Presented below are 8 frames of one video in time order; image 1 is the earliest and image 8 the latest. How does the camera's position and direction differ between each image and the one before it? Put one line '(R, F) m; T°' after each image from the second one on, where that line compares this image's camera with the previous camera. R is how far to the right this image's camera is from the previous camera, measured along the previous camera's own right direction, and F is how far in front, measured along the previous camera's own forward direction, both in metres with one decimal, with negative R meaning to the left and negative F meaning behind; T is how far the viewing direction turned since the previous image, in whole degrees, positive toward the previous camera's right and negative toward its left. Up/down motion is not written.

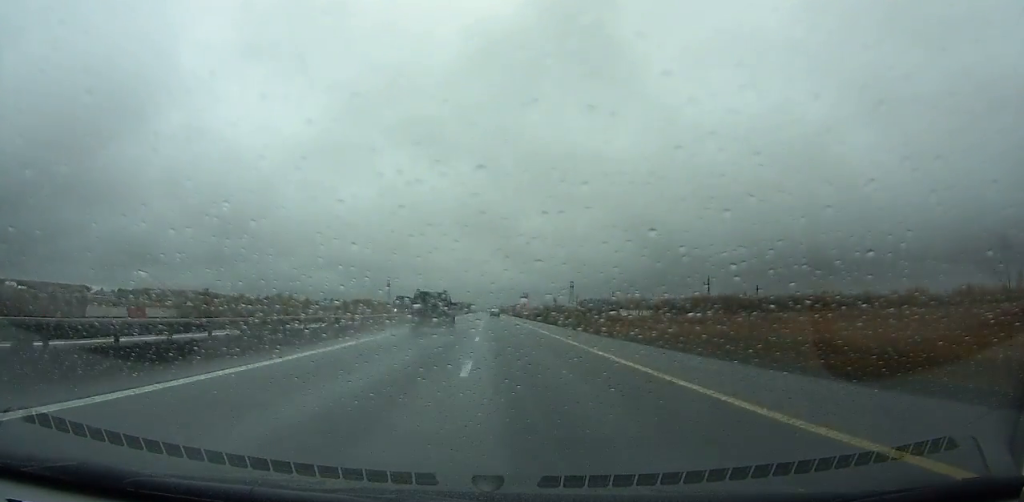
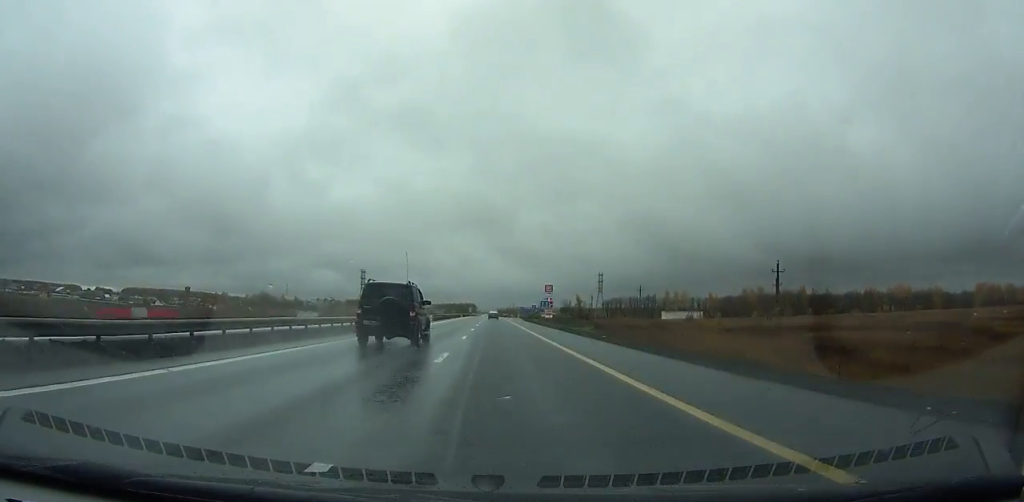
(-0.1, +79.4) m; 0°
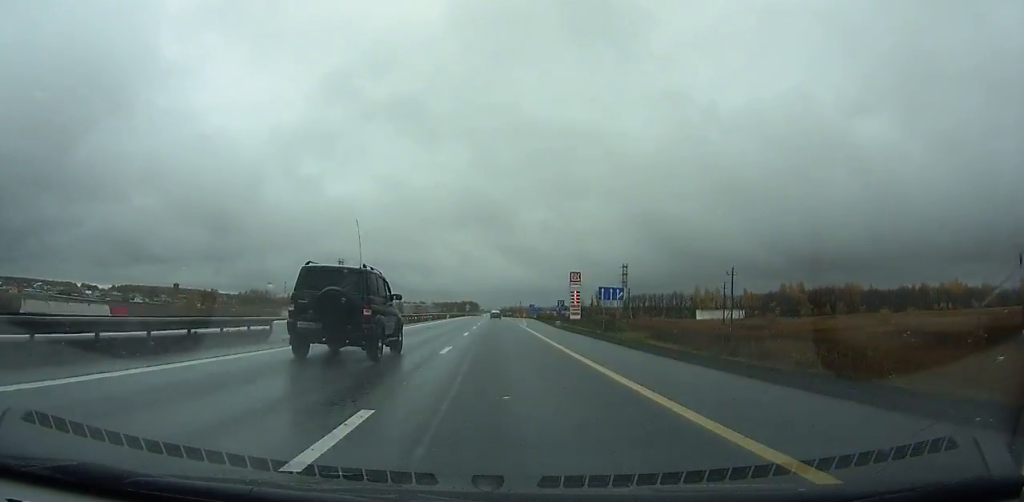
(0.0, +44.4) m; 0°
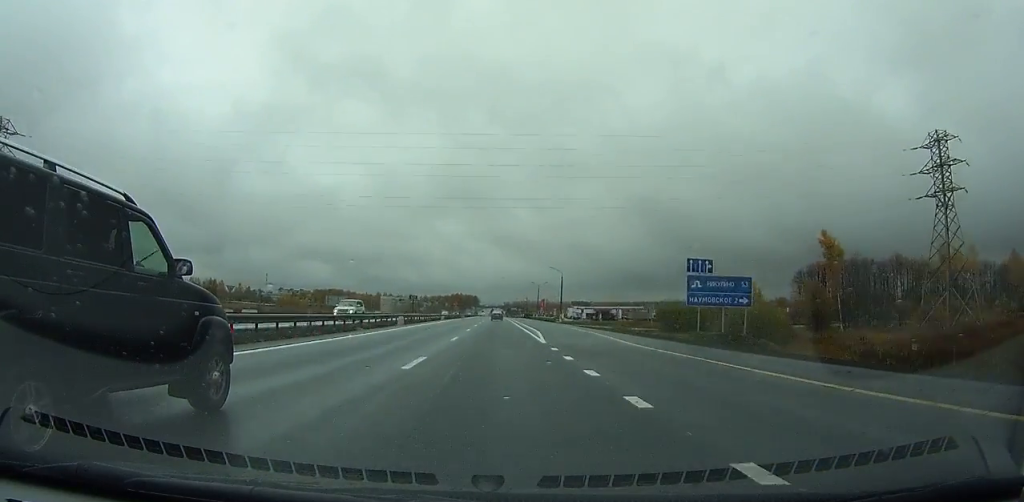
(-1.3, +173.4) m; 0°
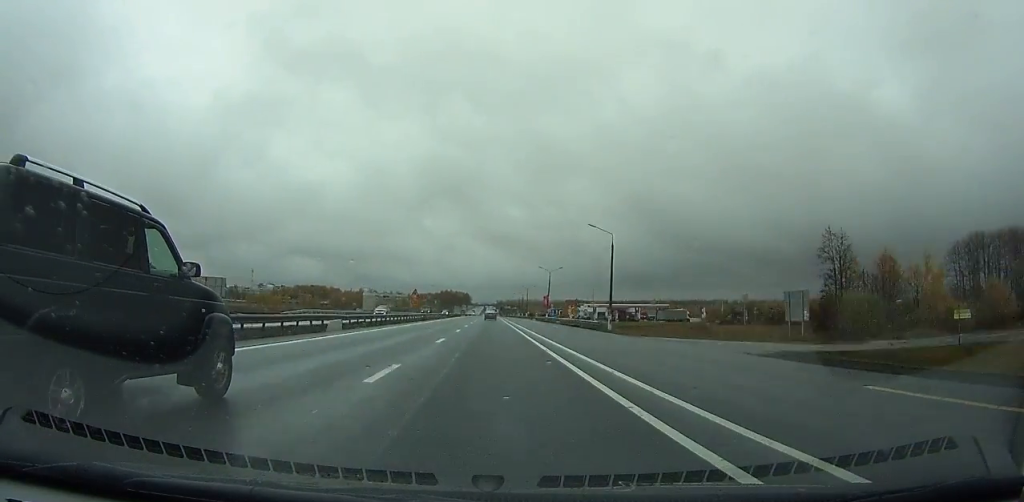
(+0.3, +51.4) m; 0°
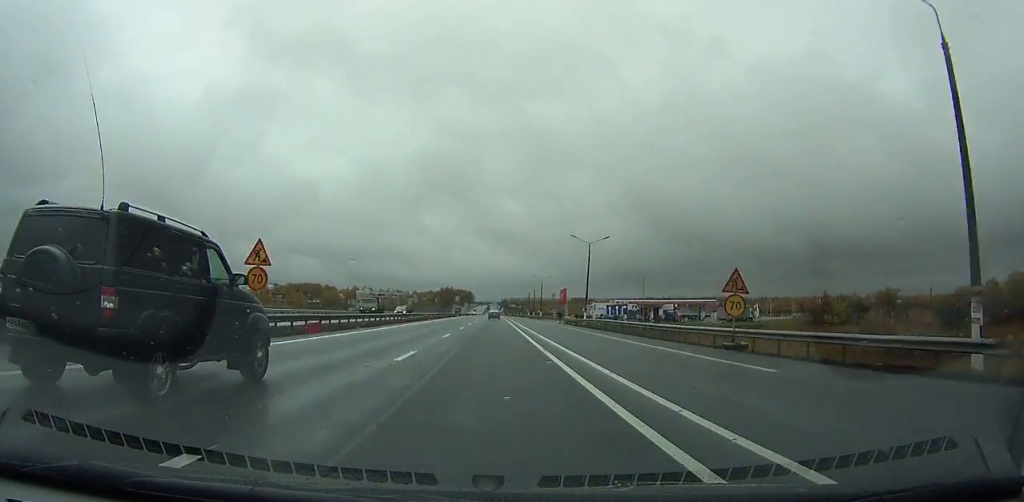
(+0.1, +45.4) m; 0°
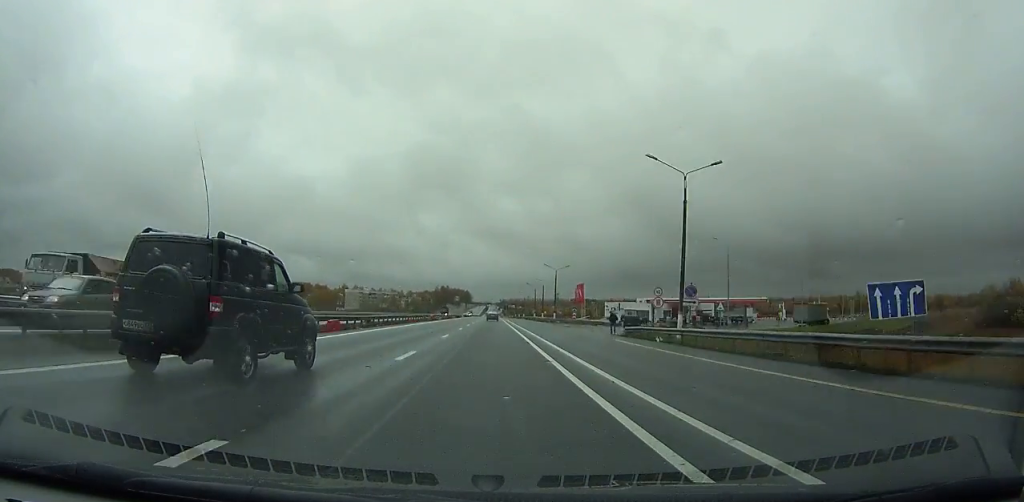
(0.0, +36.1) m; 0°
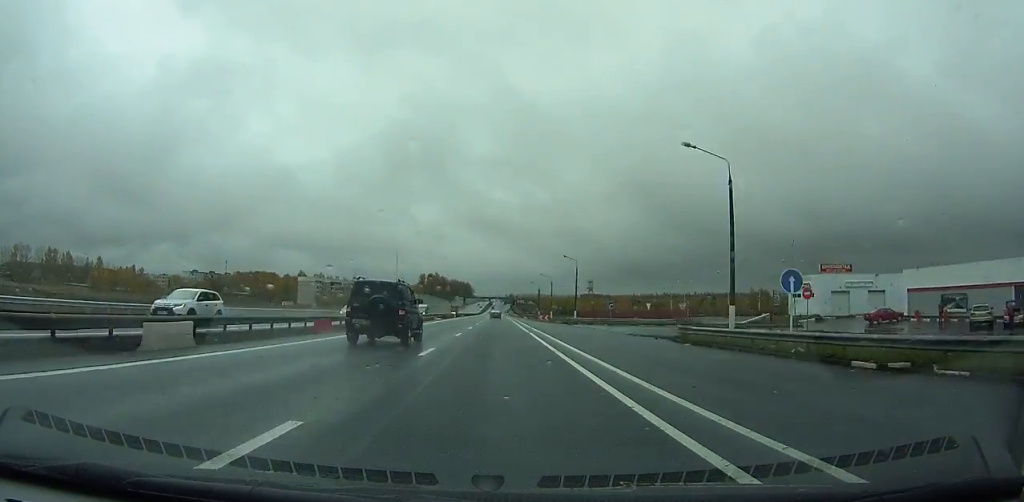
(-0.4, +131.7) m; -1°
